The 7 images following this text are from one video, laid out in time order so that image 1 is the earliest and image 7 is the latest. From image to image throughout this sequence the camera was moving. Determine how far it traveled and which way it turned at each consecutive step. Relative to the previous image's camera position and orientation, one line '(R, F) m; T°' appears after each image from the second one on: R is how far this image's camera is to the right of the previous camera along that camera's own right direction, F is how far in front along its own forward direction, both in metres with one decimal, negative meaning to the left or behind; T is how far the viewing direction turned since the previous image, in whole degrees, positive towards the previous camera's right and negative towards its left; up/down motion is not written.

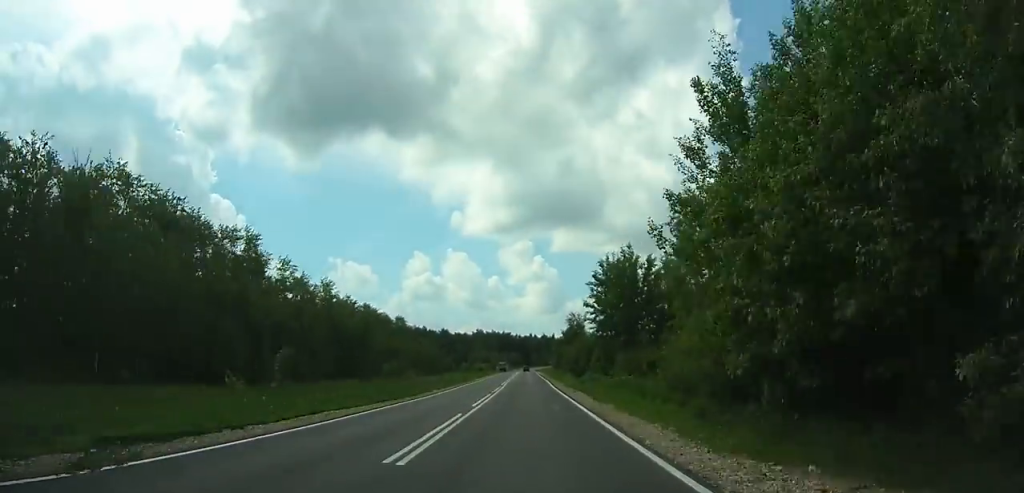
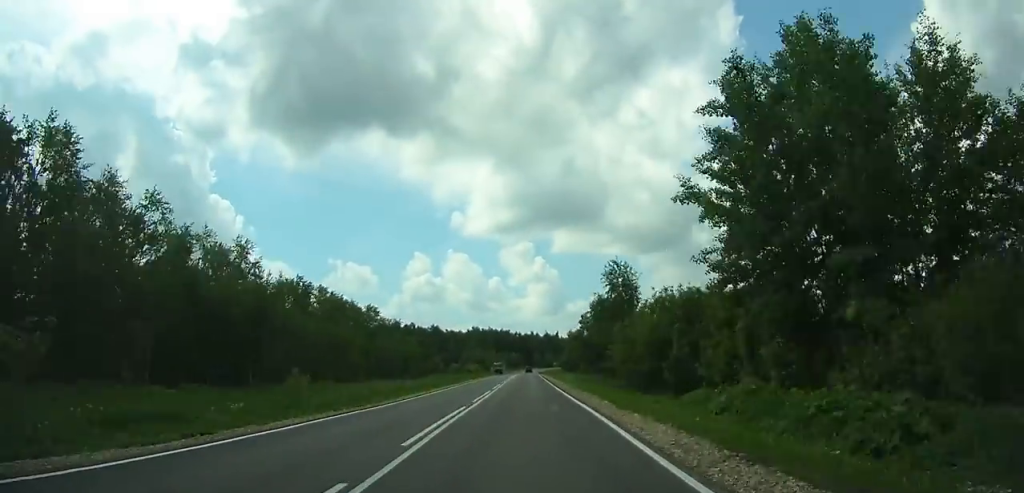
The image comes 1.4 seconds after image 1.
(-0.1, +34.3) m; 0°
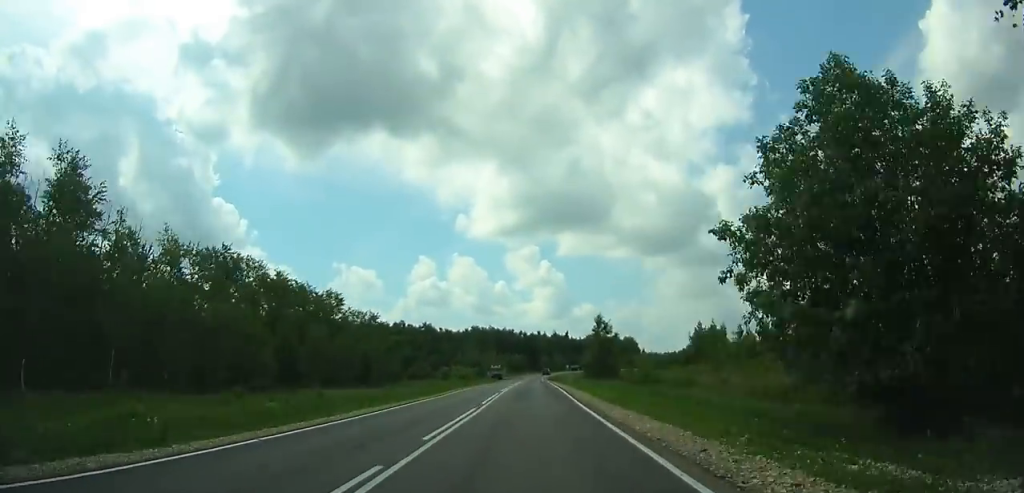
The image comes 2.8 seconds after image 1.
(0.0, +34.2) m; 0°
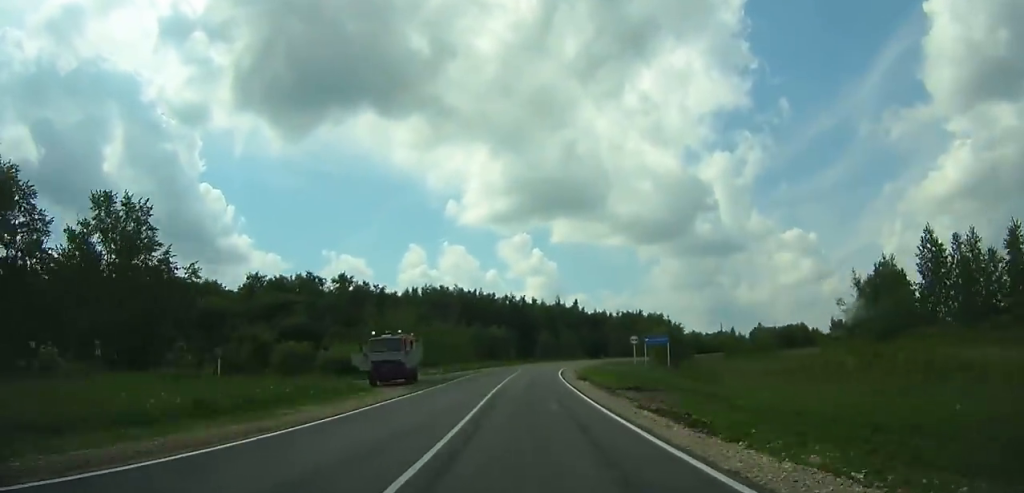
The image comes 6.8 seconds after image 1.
(+0.6, +92.1) m; +4°
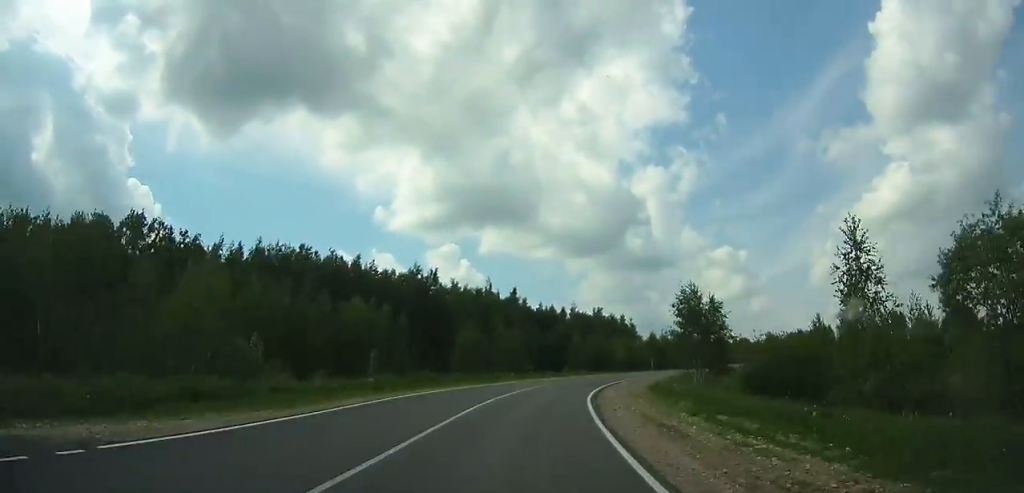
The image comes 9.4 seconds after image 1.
(+1.5, +55.9) m; +9°
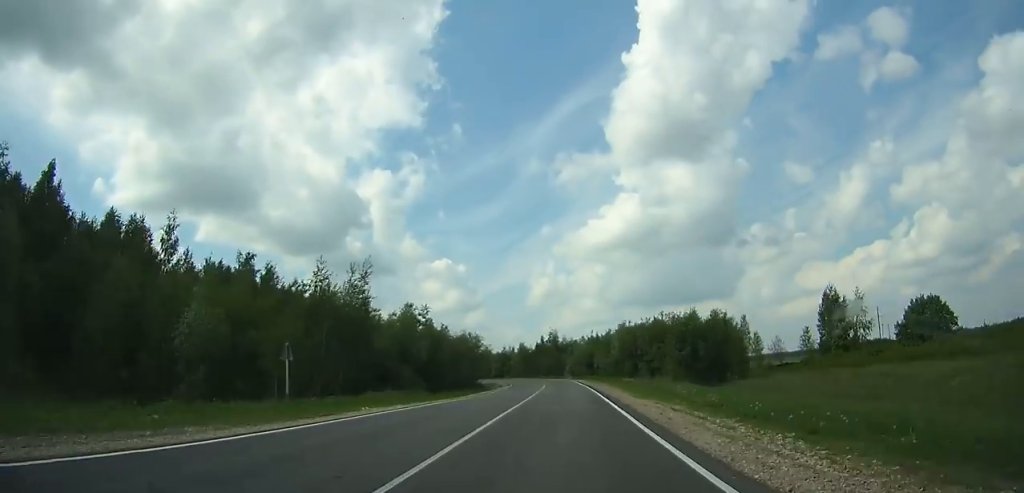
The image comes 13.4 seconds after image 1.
(+17.1, +77.5) m; +19°
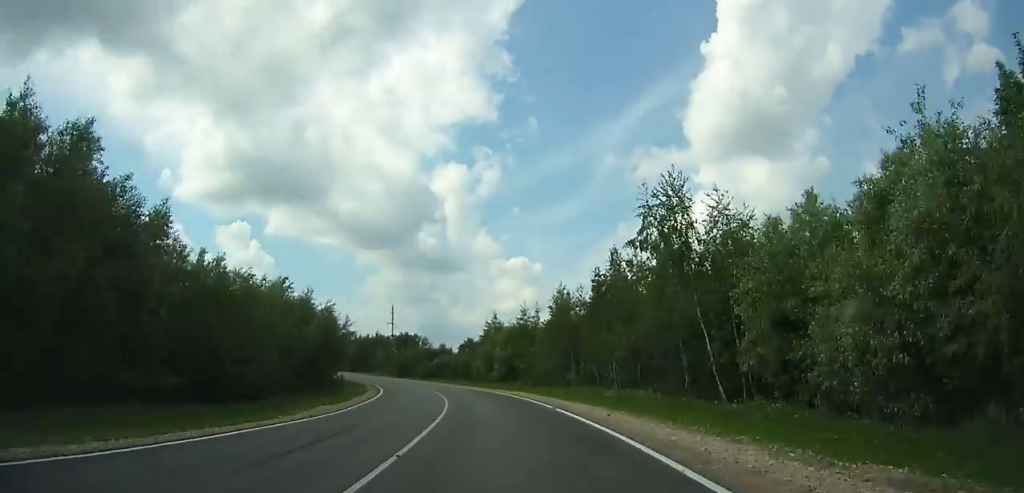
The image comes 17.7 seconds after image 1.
(+4.0, +82.4) m; -8°
